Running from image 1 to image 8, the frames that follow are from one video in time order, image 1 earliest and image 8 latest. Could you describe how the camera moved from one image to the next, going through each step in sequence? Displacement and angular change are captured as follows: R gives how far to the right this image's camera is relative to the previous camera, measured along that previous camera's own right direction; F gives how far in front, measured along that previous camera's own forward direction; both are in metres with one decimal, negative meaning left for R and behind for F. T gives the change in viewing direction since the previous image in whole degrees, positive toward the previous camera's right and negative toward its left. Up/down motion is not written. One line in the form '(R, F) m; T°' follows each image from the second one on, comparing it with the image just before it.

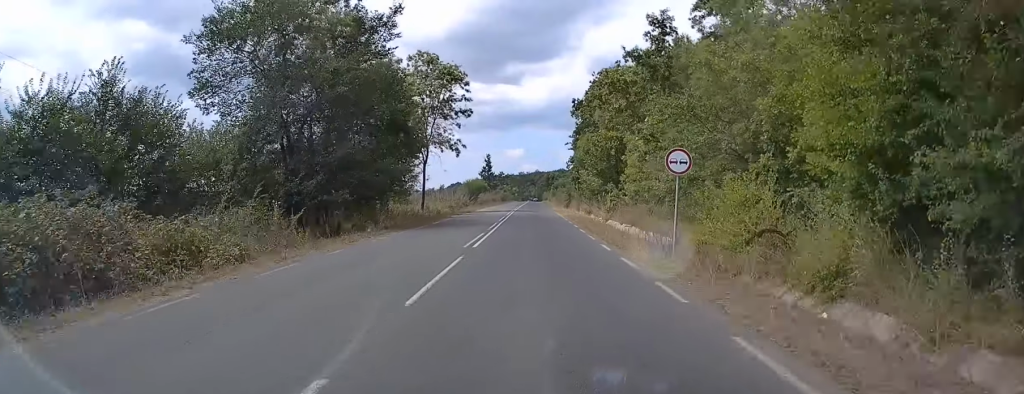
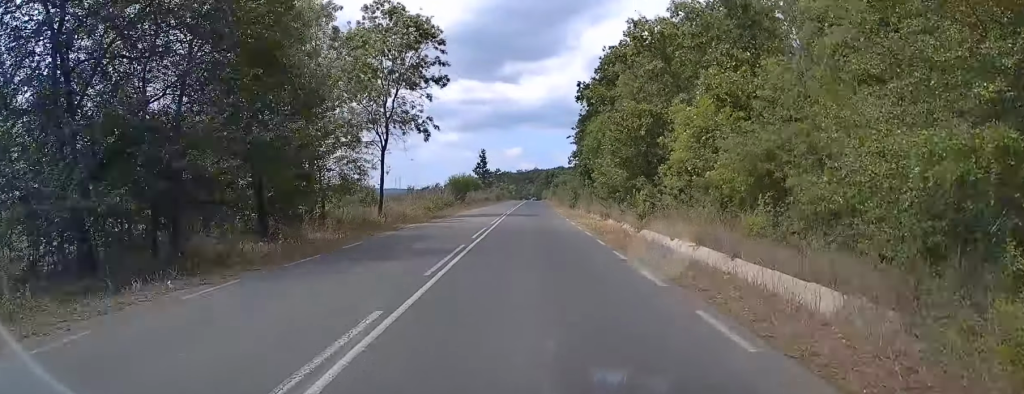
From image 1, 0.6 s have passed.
(0.0, +14.8) m; 0°
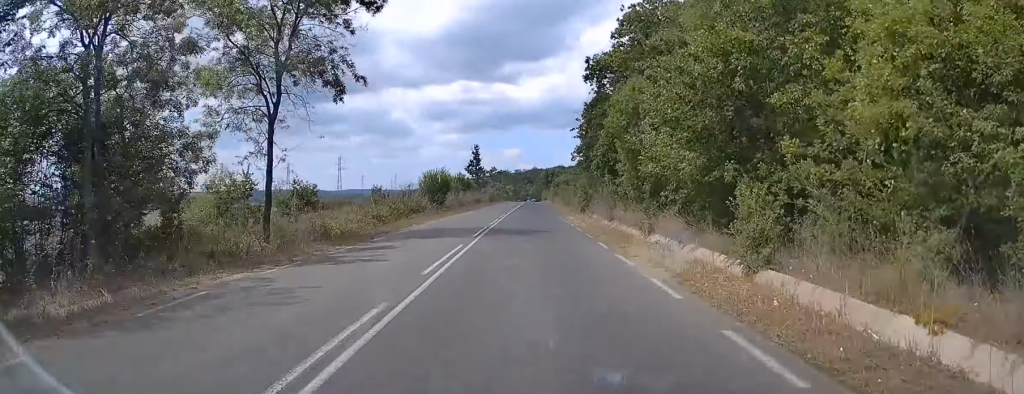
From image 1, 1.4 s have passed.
(0.0, +17.2) m; 0°
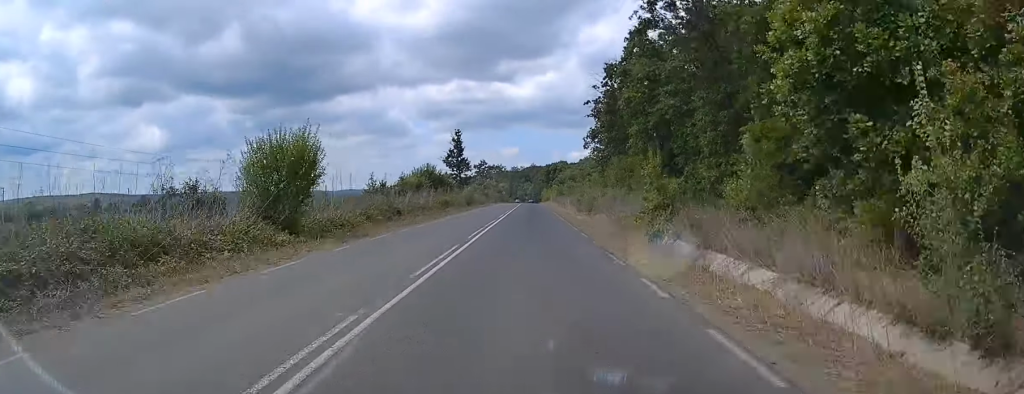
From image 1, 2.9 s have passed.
(-0.1, +36.1) m; 0°
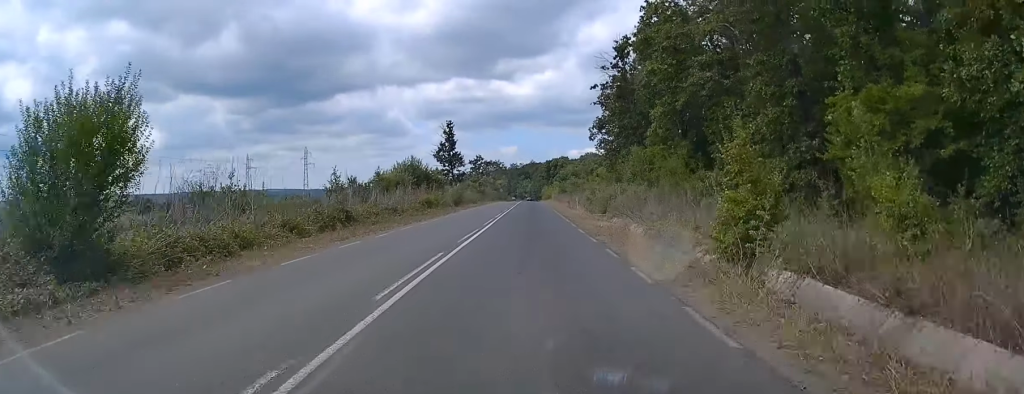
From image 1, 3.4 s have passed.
(0.0, +11.1) m; 0°
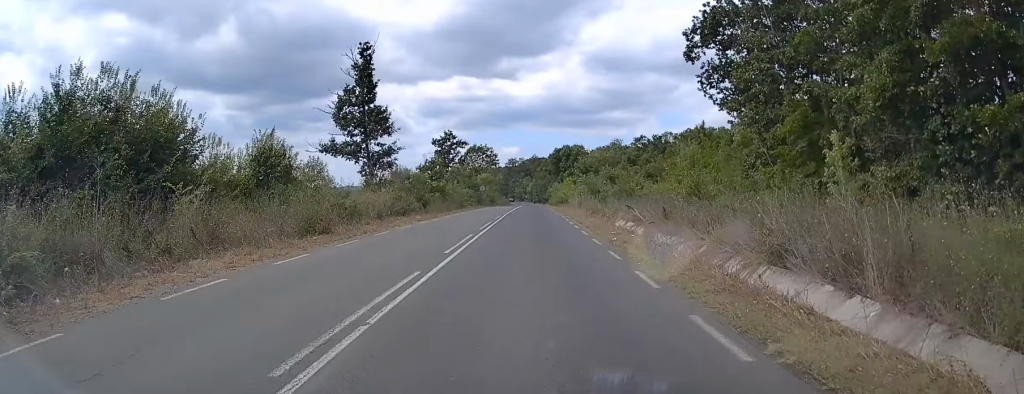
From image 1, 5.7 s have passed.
(+0.2, +56.7) m; 0°
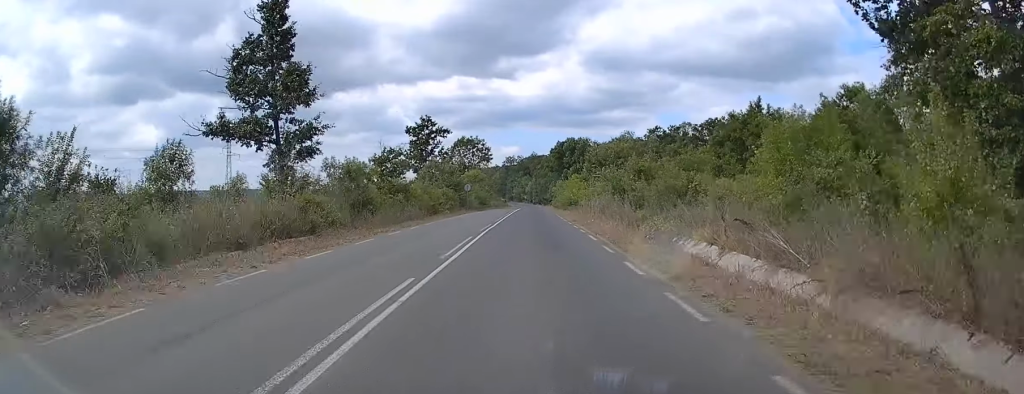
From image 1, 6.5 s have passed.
(+0.2, +18.5) m; 0°
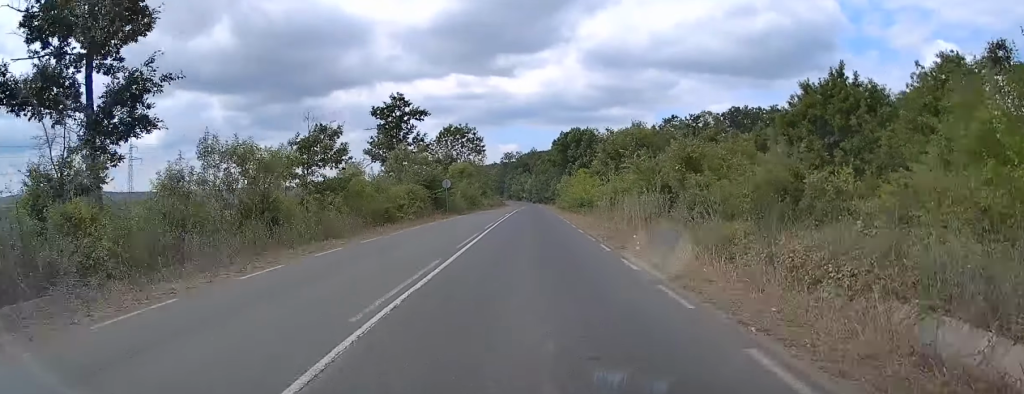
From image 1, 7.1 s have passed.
(+0.1, +15.3) m; 0°
